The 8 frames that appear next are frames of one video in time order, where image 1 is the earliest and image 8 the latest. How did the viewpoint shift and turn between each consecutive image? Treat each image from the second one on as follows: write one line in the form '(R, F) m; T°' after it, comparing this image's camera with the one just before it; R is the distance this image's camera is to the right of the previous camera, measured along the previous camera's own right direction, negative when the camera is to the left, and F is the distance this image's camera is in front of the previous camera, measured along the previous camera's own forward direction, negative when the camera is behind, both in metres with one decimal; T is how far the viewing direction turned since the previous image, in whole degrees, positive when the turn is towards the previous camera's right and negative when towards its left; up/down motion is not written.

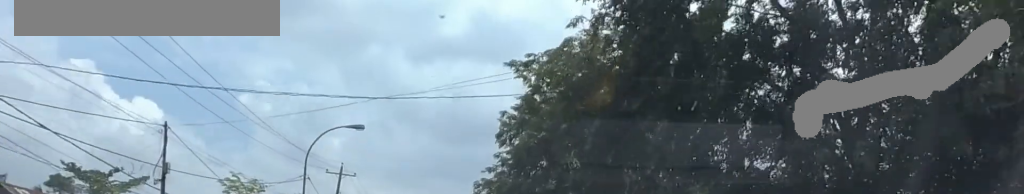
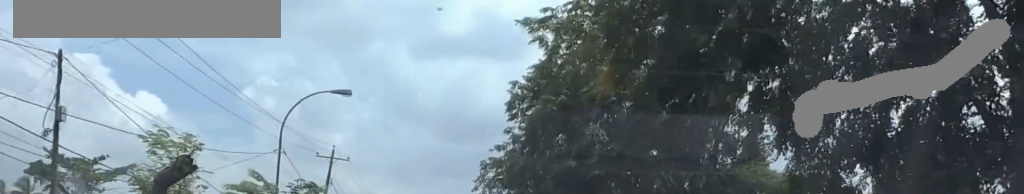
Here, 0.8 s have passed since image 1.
(-0.7, +6.6) m; +1°
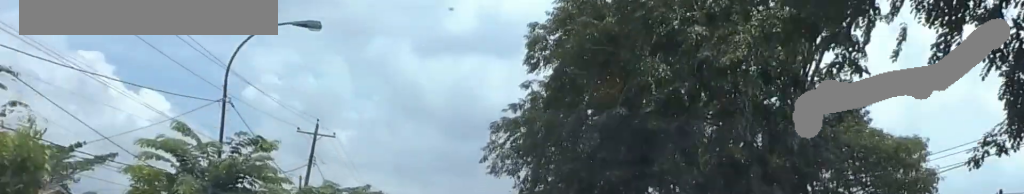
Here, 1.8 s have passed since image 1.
(+1.0, +8.9) m; -1°
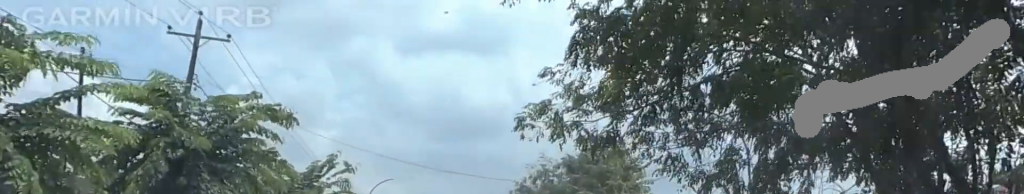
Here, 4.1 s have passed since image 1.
(-0.2, +21.2) m; 0°
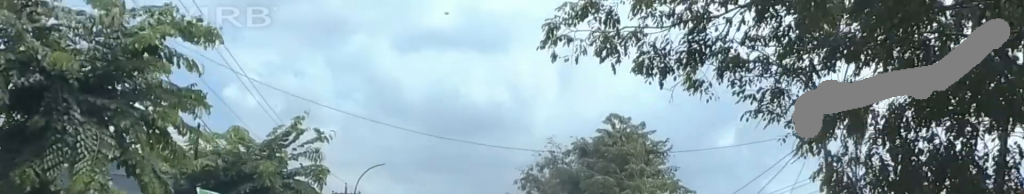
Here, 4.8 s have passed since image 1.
(-0.9, +7.0) m; 0°
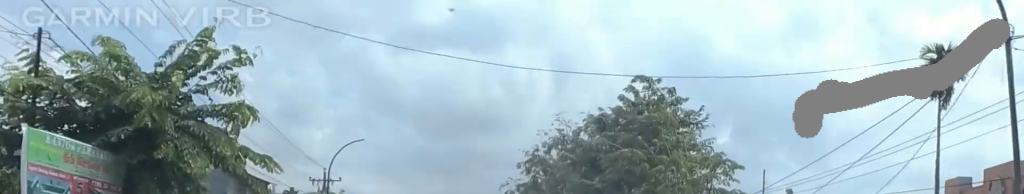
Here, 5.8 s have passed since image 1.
(+1.3, +9.3) m; 0°
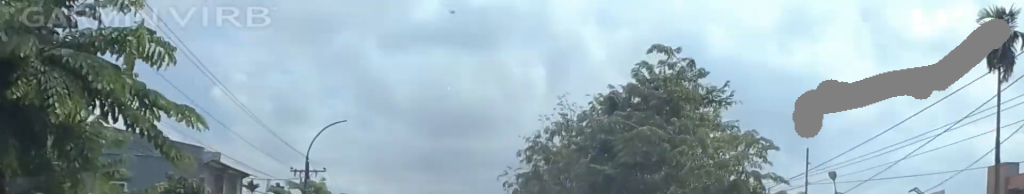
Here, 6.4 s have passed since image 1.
(-0.8, +5.2) m; 0°
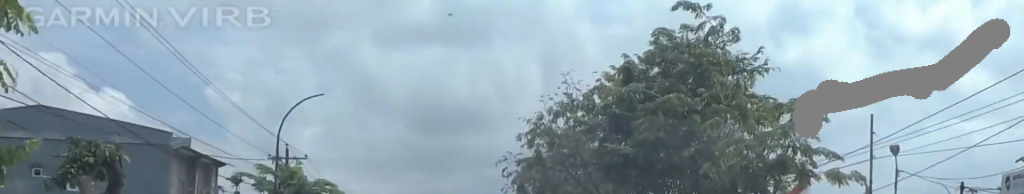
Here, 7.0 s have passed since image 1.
(-0.3, +5.5) m; 0°
